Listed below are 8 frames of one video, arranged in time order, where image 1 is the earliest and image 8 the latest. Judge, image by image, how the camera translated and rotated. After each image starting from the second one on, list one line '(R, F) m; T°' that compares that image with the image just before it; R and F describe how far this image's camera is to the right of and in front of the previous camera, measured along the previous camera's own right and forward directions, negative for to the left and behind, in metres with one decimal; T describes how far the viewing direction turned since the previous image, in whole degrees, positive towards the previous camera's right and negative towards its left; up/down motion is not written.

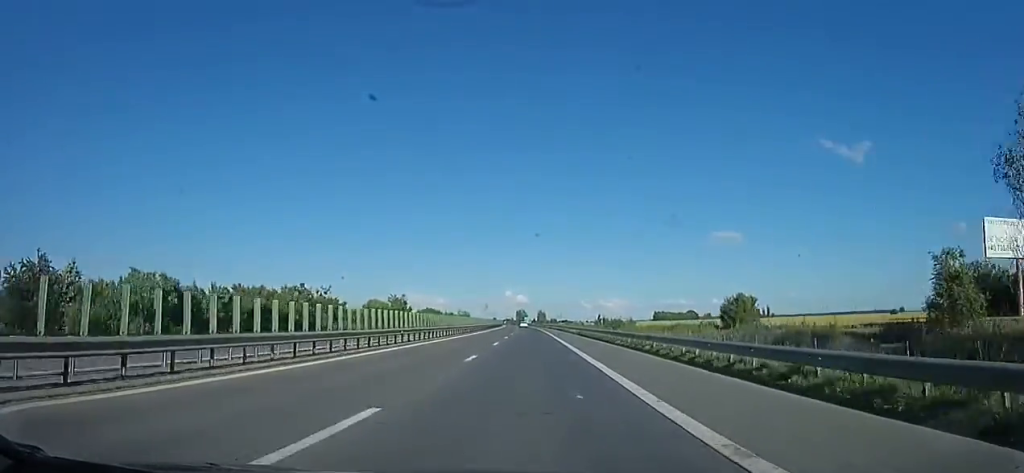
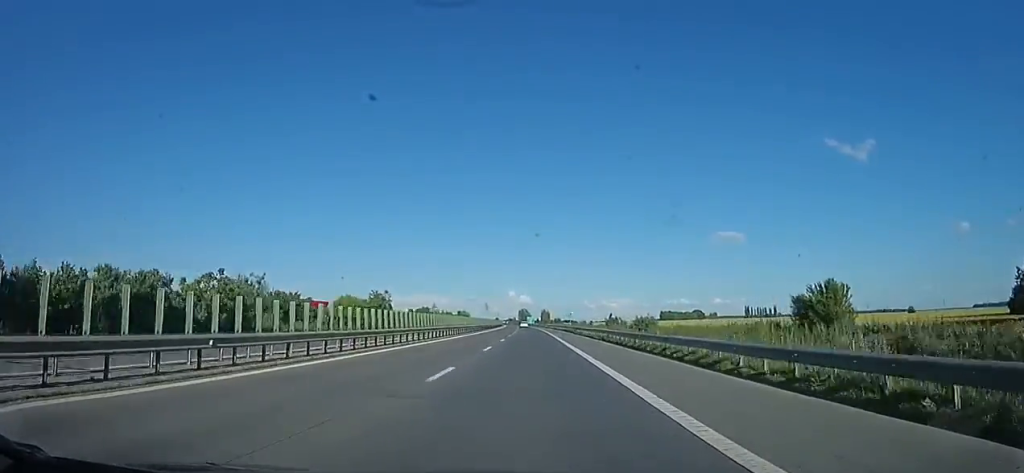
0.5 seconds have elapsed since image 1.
(-1.0, +17.0) m; 0°
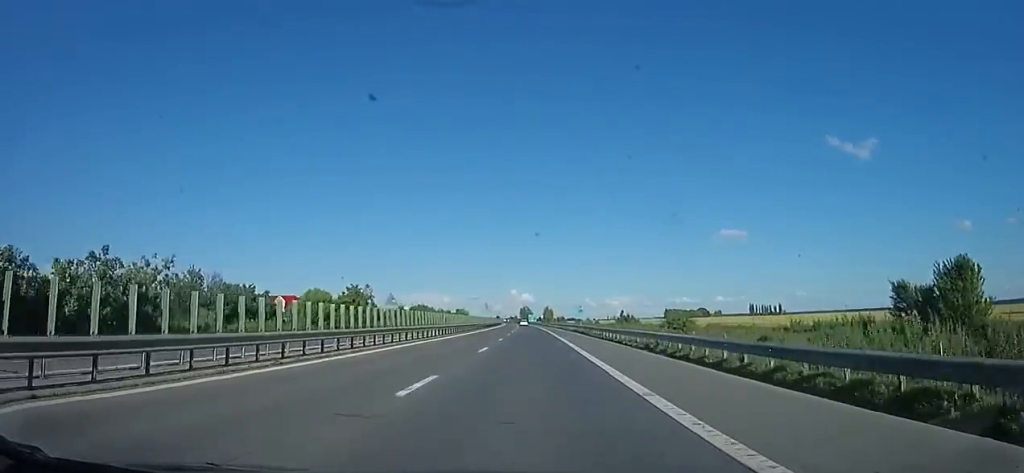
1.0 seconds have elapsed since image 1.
(-0.2, +13.8) m; 0°
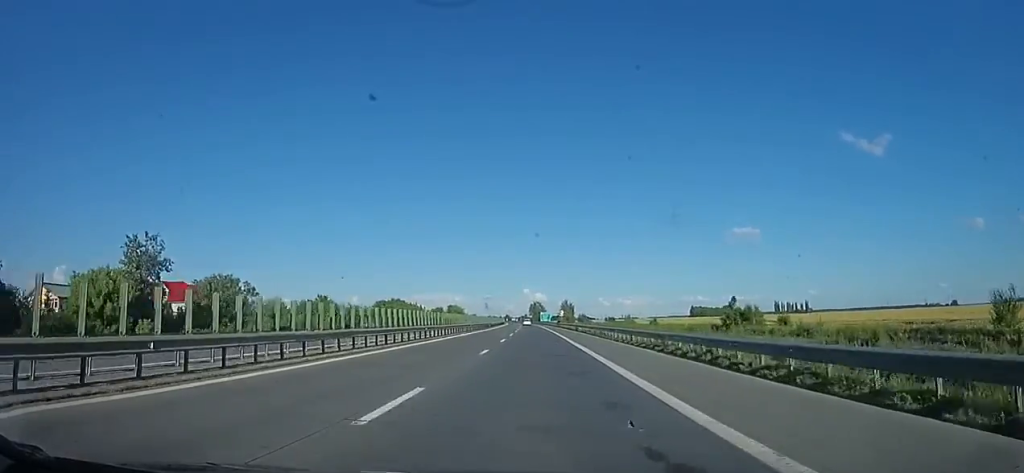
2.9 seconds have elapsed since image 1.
(-0.4, +60.6) m; -3°
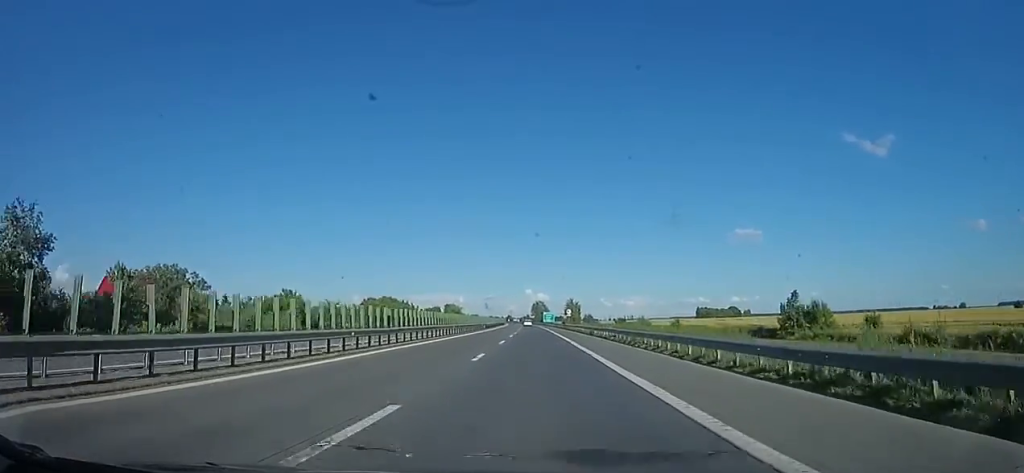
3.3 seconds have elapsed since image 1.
(0.0, +13.4) m; 0°
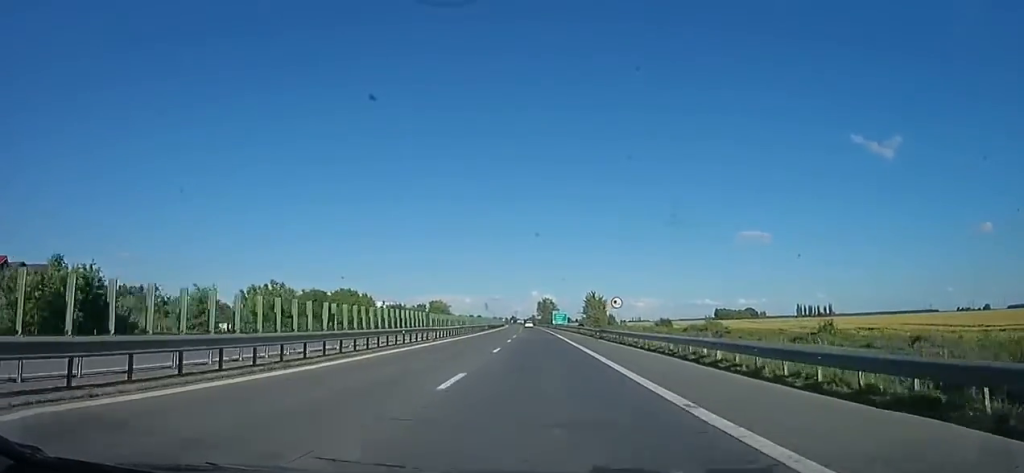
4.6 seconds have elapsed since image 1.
(0.0, +41.6) m; 0°
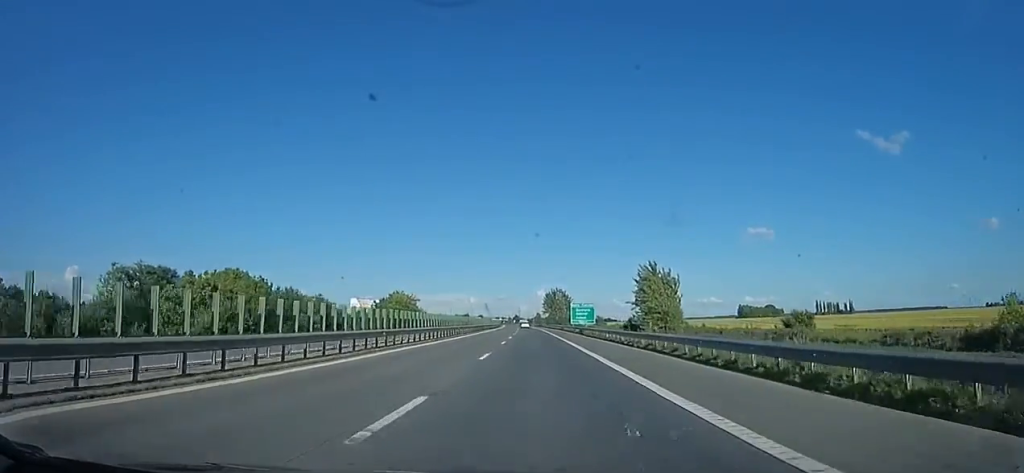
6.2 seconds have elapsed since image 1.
(+0.2, +51.2) m; -1°
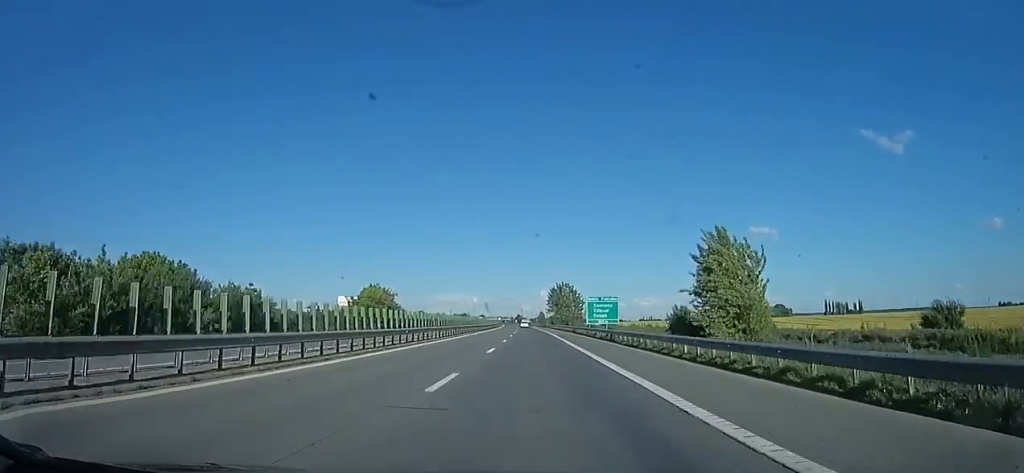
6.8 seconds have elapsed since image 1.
(+0.5, +19.4) m; -2°
